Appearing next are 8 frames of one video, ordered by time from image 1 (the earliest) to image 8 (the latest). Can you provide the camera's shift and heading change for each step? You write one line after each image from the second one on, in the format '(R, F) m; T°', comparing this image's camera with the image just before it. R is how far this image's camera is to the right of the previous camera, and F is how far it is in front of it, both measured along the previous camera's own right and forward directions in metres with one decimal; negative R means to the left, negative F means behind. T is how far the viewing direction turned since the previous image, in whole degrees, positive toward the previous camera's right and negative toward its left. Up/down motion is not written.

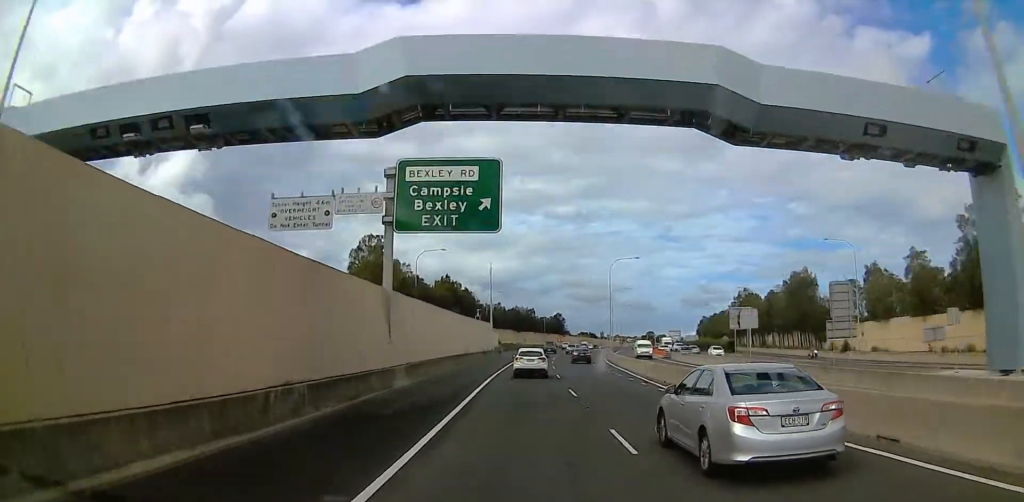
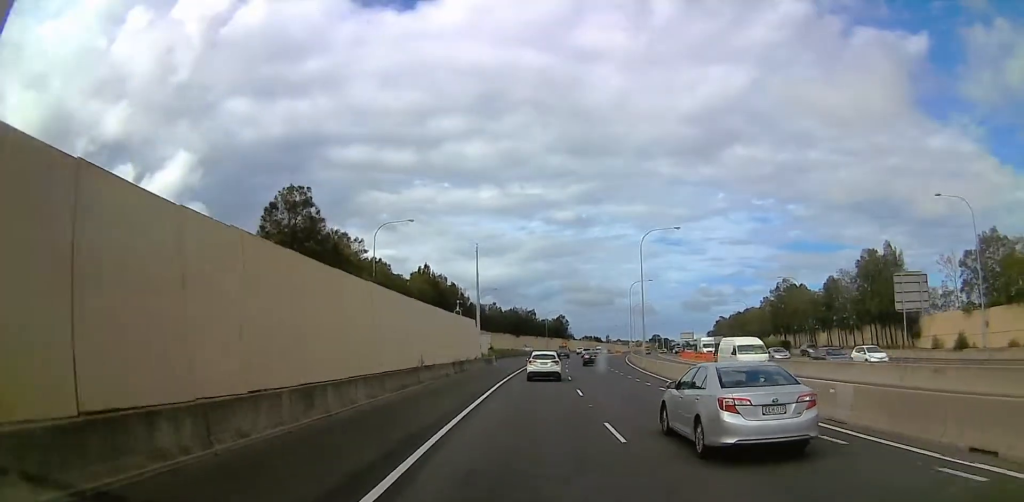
(0.0, +19.7) m; 0°
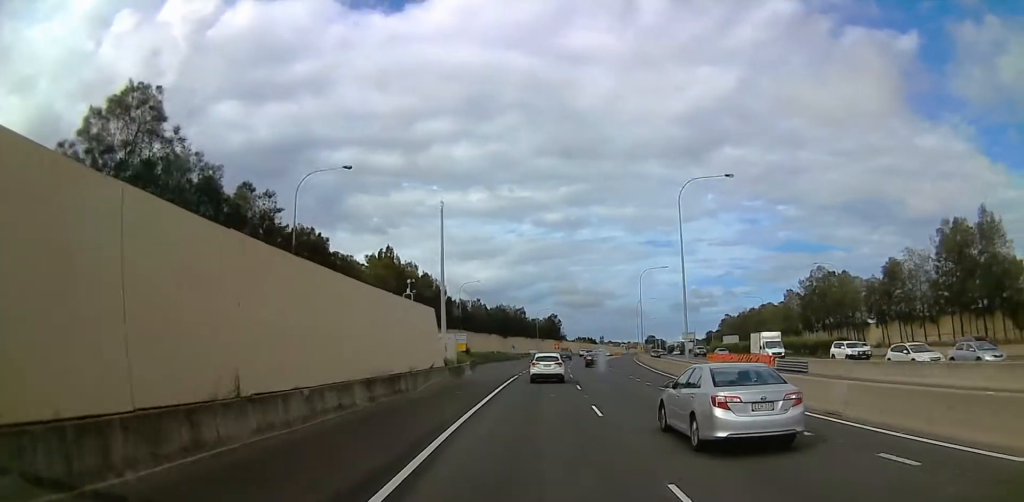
(+0.1, +15.6) m; 0°
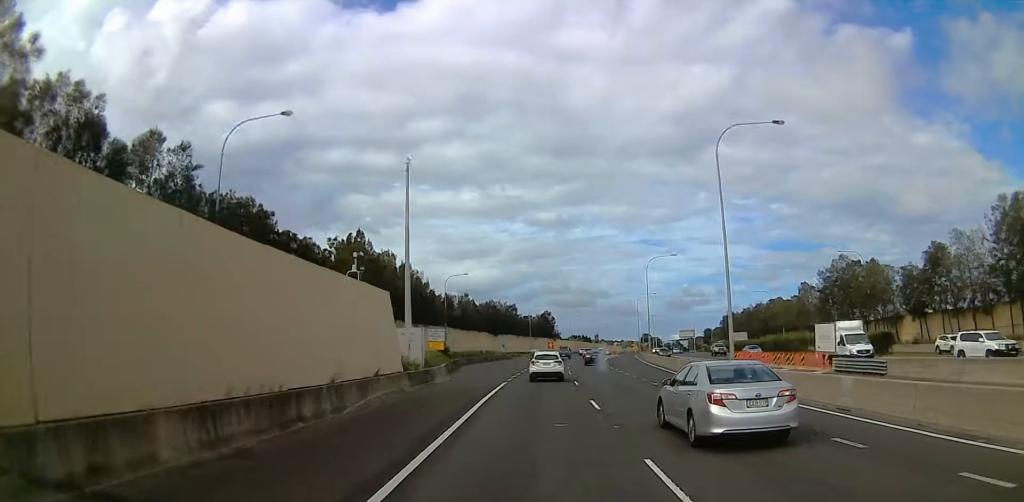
(0.0, +8.3) m; 0°
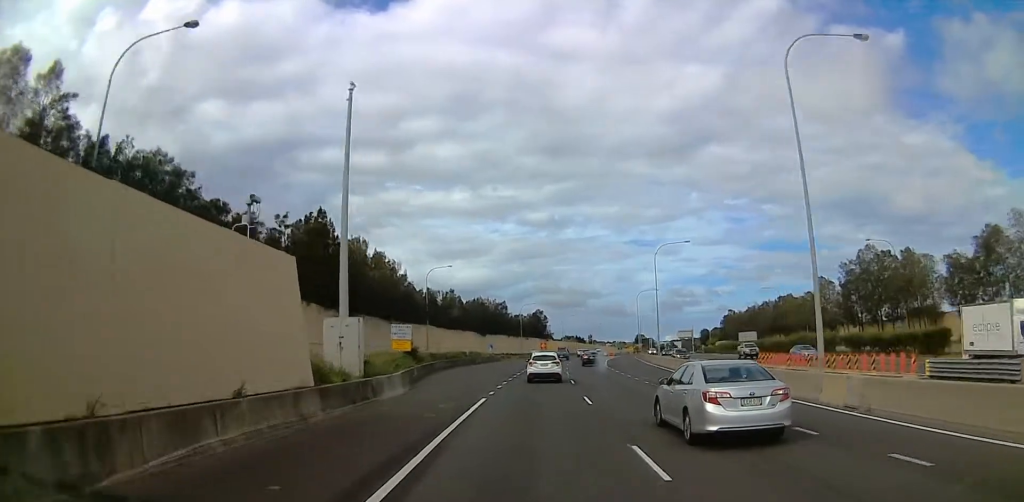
(0.0, +8.8) m; 0°
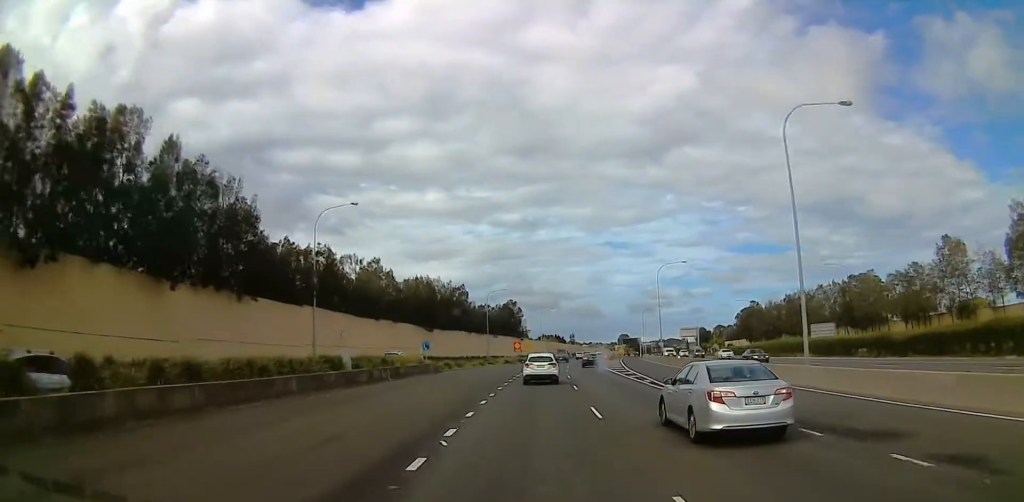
(0.0, +38.0) m; 0°
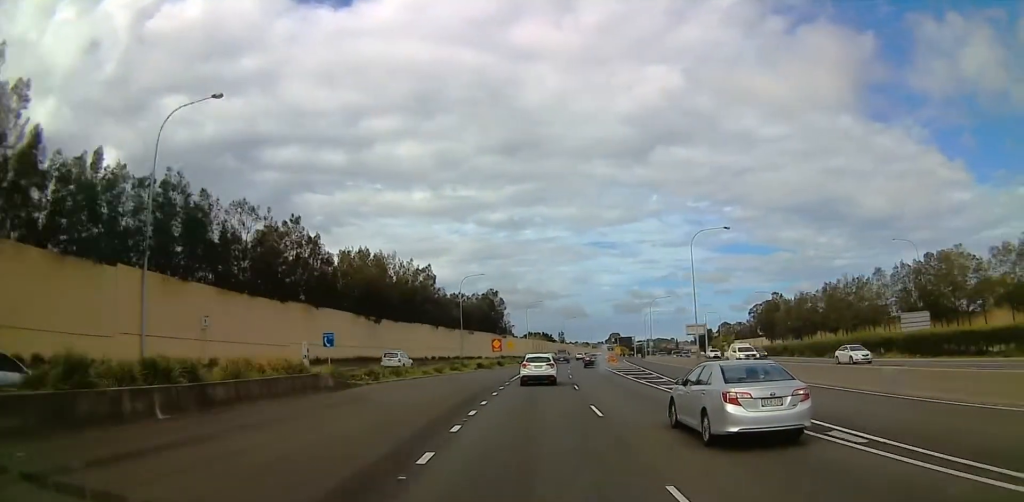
(+0.2, +22.1) m; +2°
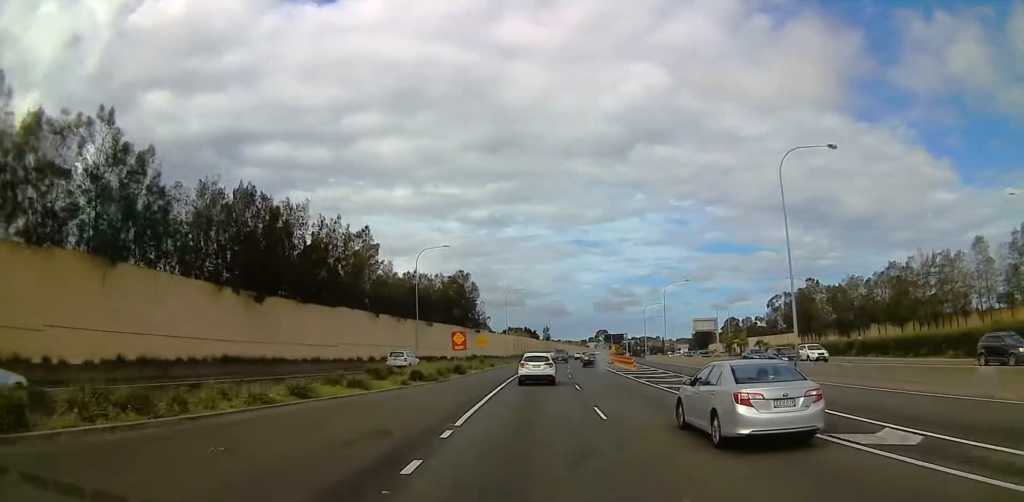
(+0.5, +25.8) m; +1°
